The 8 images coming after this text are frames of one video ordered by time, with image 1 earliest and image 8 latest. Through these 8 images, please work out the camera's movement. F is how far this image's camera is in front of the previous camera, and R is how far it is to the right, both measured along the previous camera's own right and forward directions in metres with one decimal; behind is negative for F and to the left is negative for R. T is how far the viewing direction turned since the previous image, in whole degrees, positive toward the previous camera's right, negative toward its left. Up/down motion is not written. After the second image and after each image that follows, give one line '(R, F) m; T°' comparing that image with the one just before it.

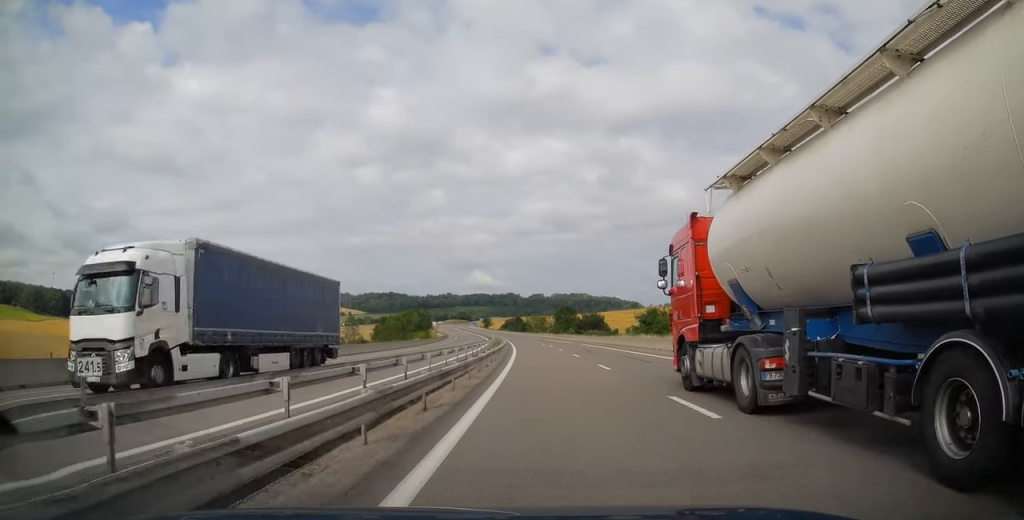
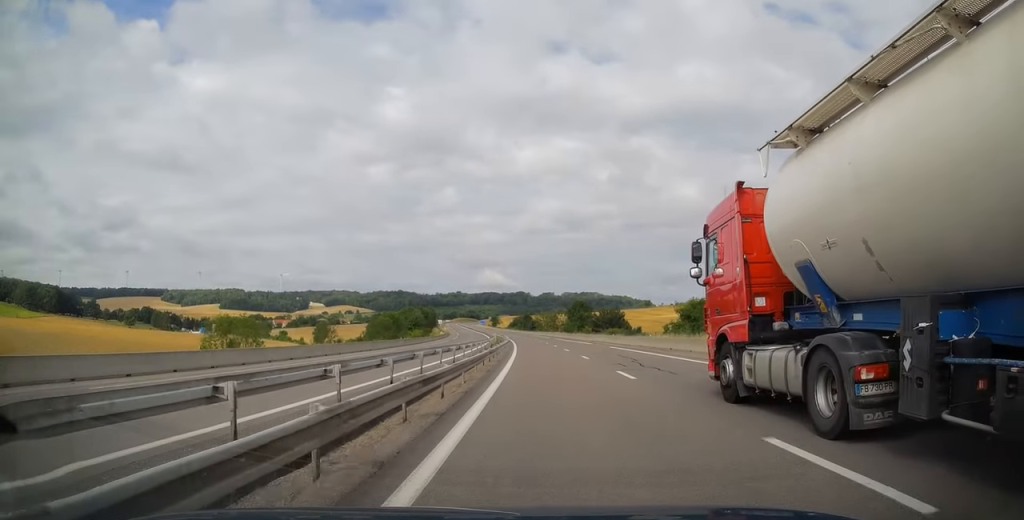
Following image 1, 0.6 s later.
(-0.1, +17.6) m; -1°
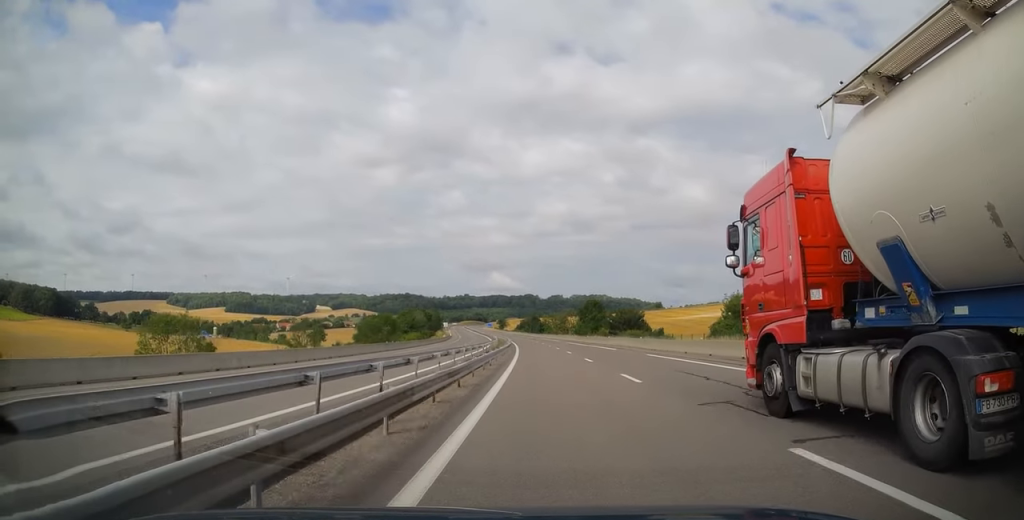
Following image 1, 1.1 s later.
(-0.1, +13.2) m; -1°
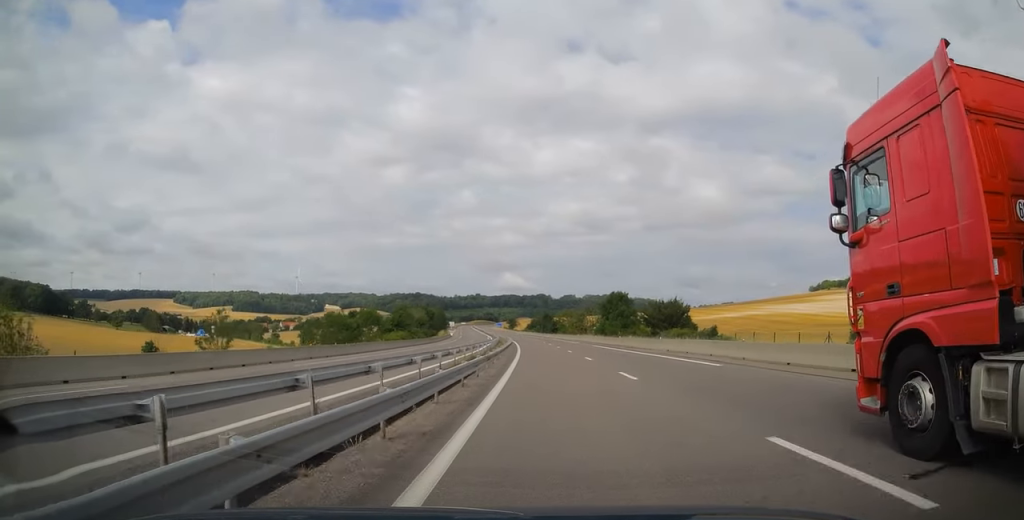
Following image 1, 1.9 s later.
(-0.3, +24.4) m; -1°
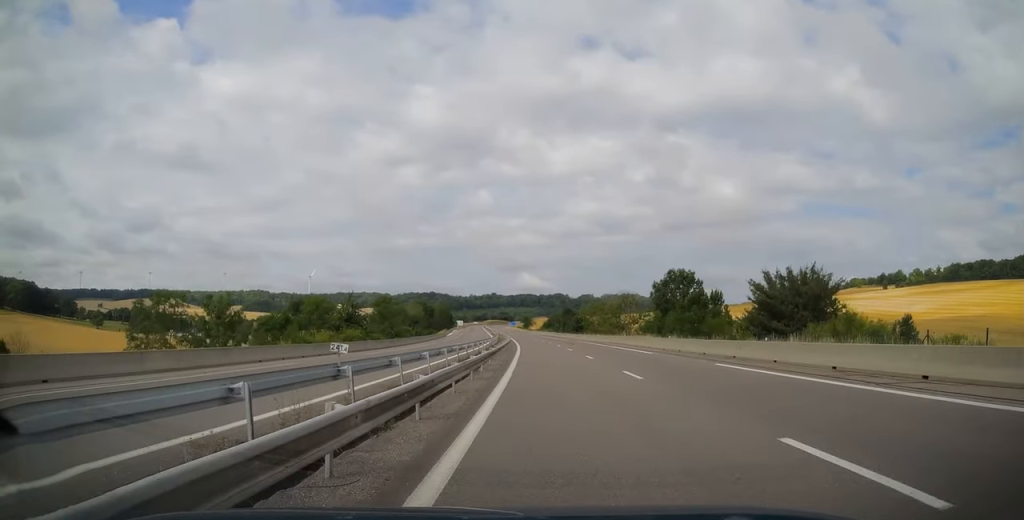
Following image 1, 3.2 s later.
(-0.3, +38.0) m; -1°
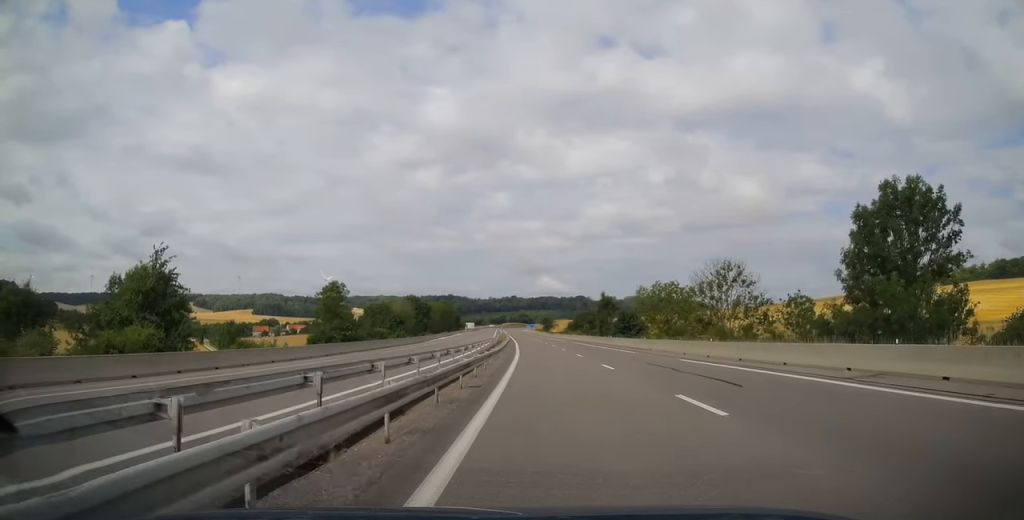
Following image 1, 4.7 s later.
(-1.0, +45.2) m; -2°
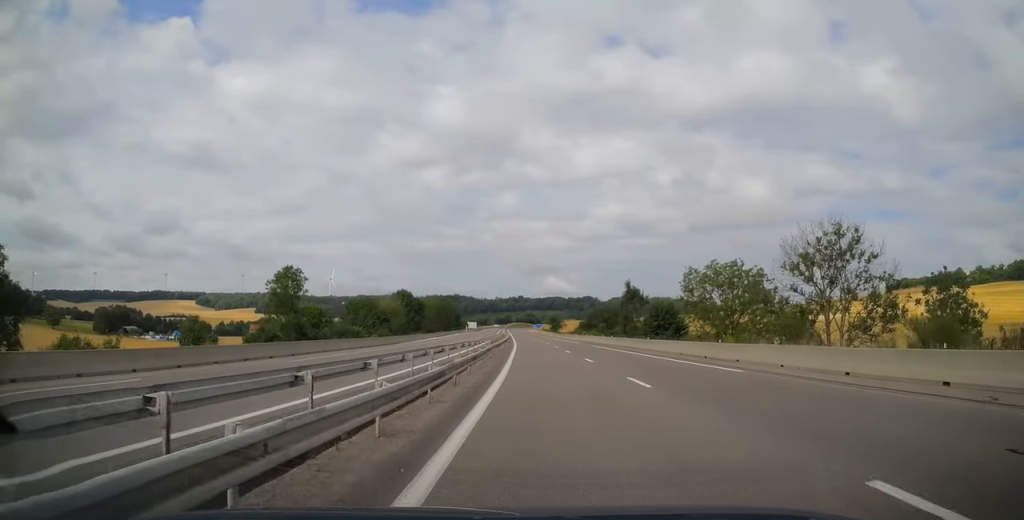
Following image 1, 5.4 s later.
(-0.2, +20.0) m; -1°
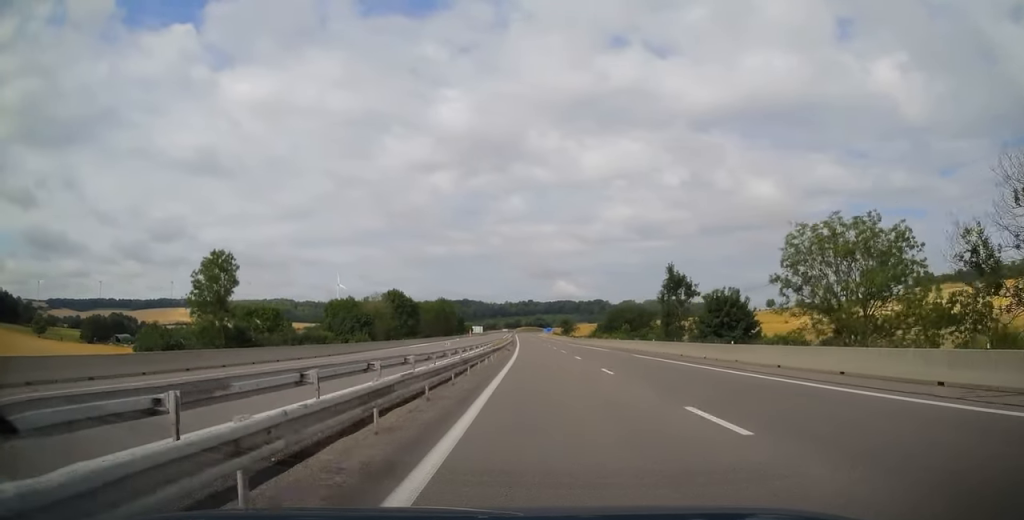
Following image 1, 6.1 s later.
(0.0, +19.4) m; -1°
